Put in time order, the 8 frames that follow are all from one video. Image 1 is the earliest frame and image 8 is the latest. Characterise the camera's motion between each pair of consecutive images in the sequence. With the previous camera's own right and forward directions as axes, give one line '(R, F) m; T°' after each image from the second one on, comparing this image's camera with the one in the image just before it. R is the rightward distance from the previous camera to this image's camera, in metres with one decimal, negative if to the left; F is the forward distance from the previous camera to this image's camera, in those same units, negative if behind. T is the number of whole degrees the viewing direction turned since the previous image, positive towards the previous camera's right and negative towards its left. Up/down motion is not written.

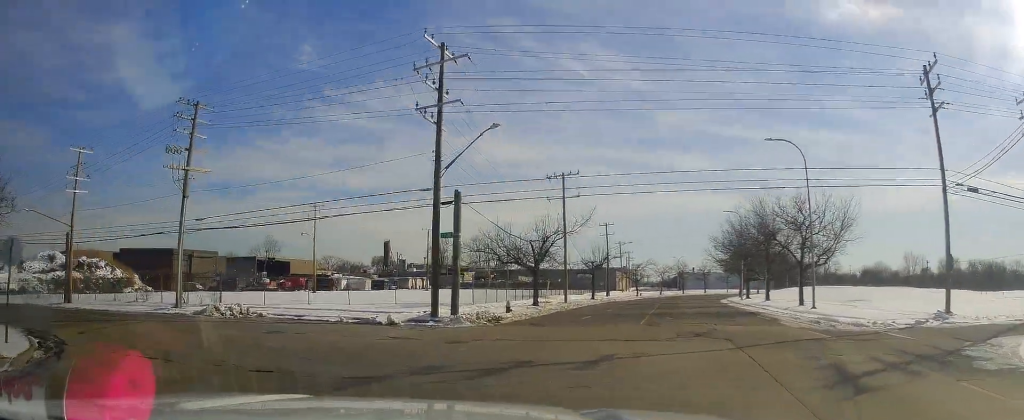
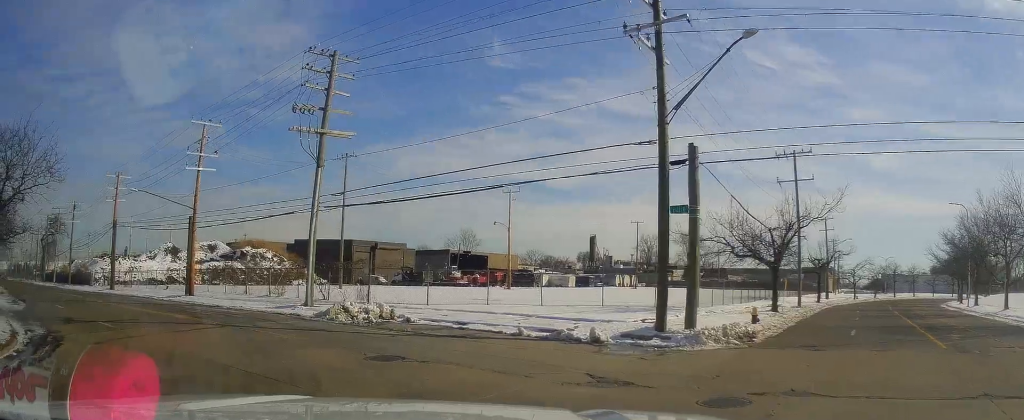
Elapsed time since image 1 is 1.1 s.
(-0.4, +9.5) m; -14°
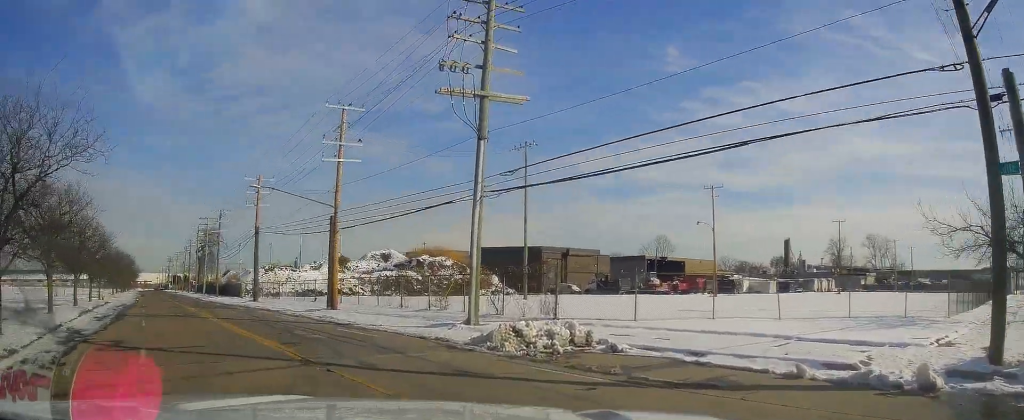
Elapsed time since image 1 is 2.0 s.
(-1.3, +7.1) m; -18°
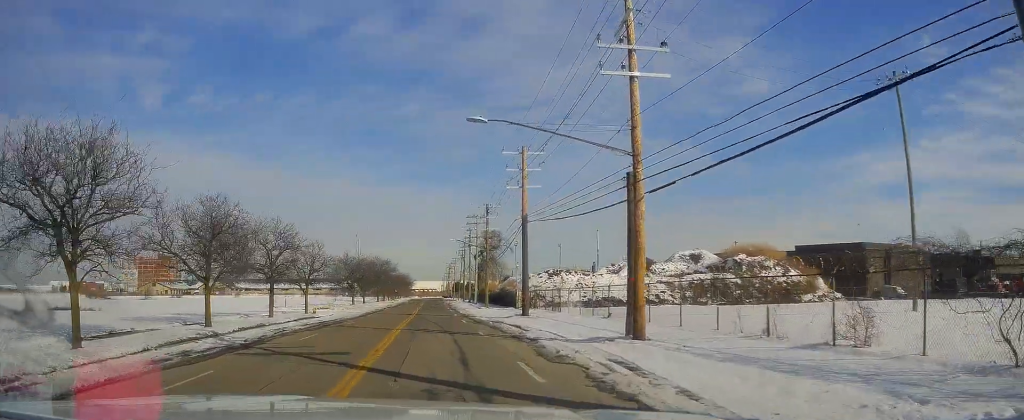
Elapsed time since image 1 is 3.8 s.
(-4.0, +13.7) m; -33°
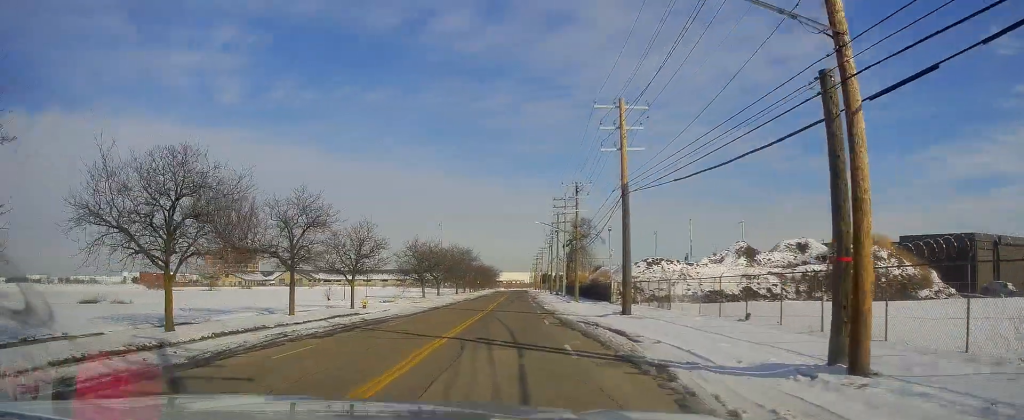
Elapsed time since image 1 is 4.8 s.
(-1.4, +8.1) m; -13°
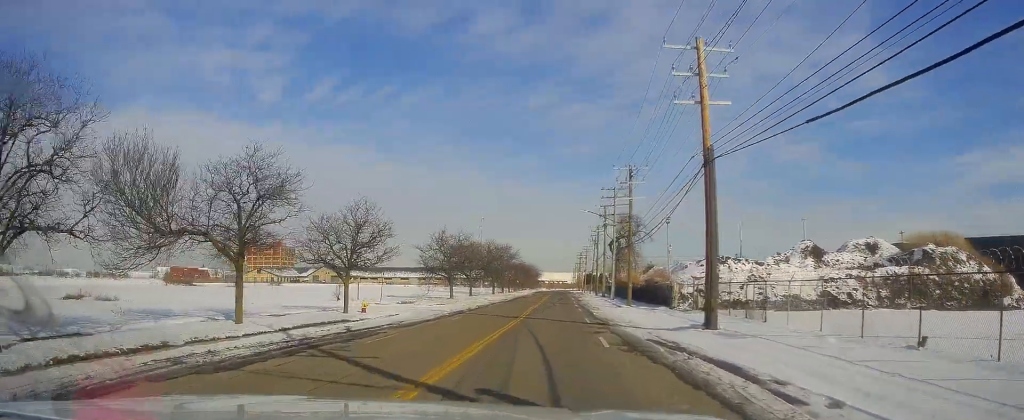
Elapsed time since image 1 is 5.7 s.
(-0.5, +8.2) m; -4°
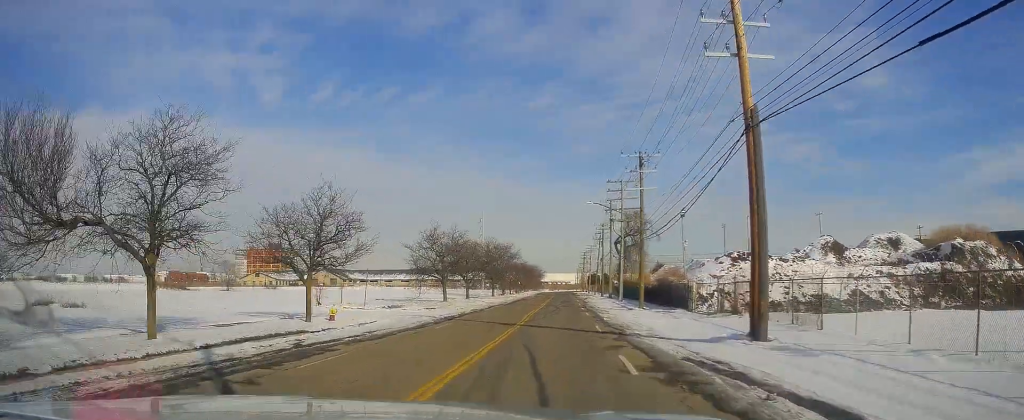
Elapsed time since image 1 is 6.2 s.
(+0.3, +4.8) m; -2°
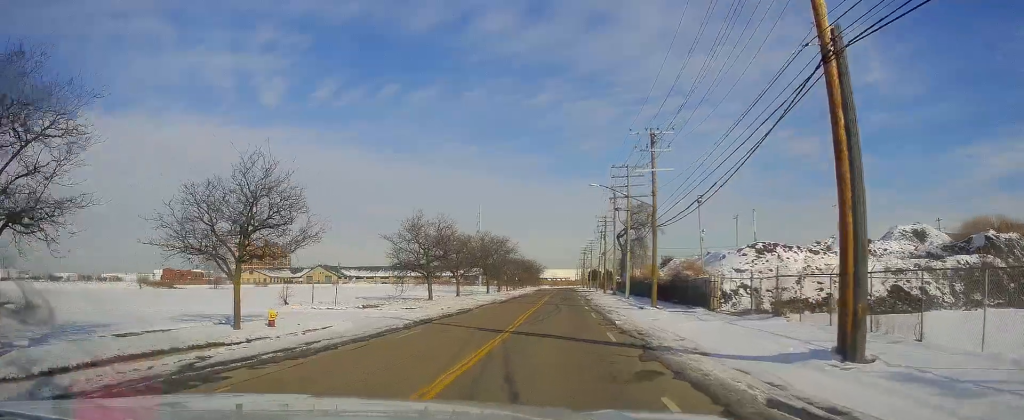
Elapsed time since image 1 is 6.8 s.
(-0.3, +5.7) m; -3°
